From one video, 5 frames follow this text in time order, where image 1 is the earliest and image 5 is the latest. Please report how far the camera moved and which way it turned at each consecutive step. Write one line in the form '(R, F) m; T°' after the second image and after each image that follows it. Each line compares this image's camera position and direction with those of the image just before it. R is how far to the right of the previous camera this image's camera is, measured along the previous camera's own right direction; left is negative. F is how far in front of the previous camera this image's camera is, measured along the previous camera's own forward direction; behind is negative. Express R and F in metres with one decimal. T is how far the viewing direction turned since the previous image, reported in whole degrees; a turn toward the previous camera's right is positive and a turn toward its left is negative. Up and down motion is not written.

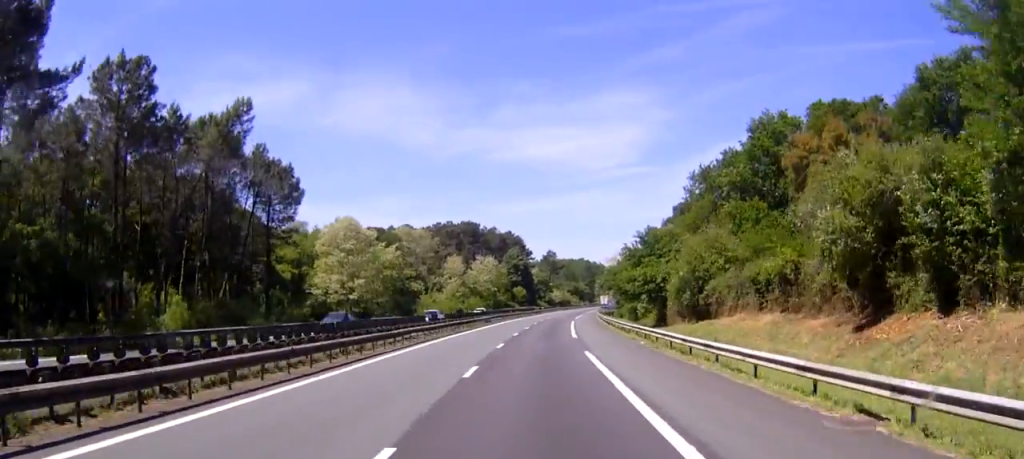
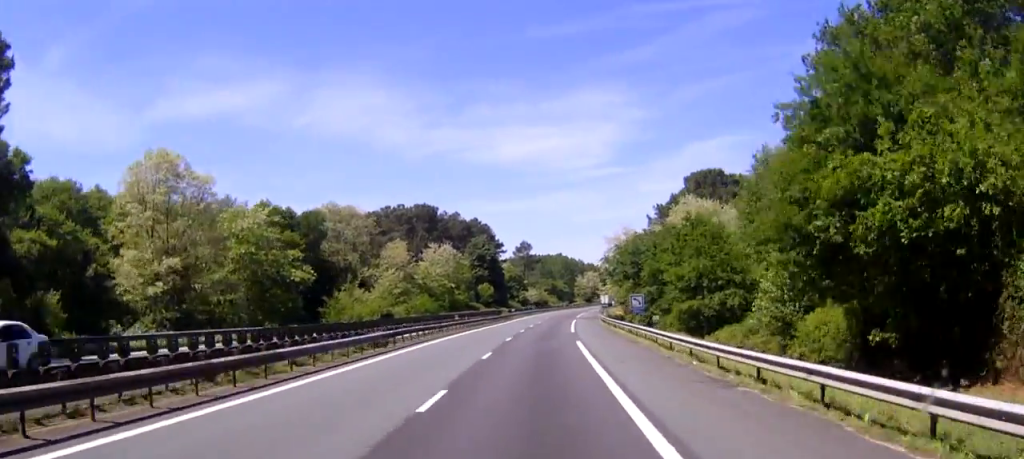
(+1.2, +44.9) m; +3°
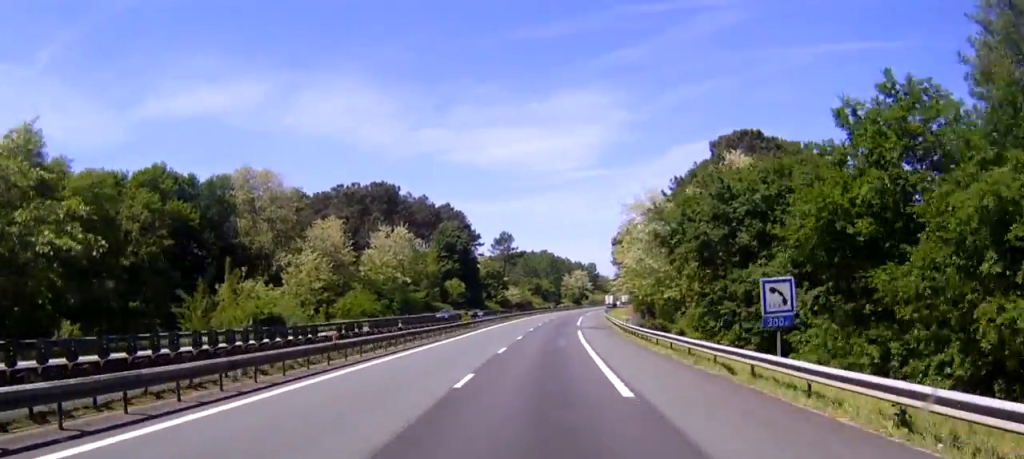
(+0.5, +34.9) m; +1°
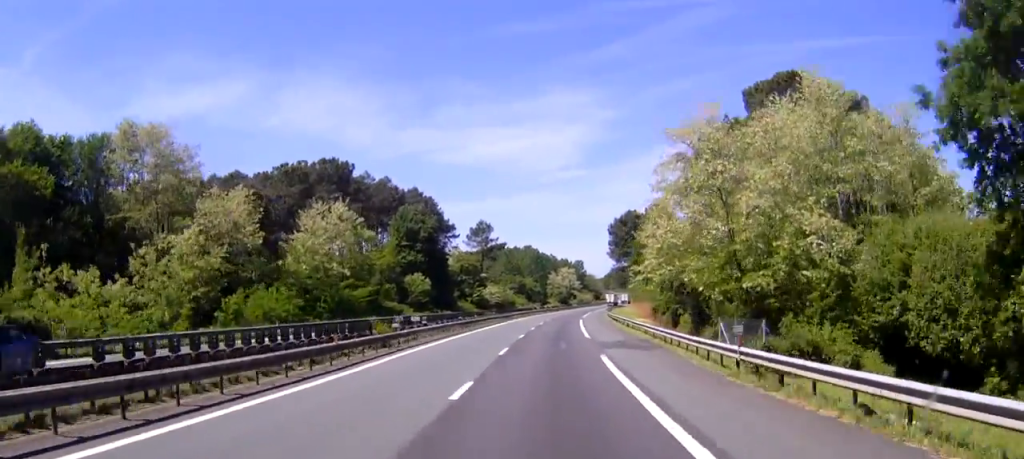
(+0.1, +28.1) m; +1°
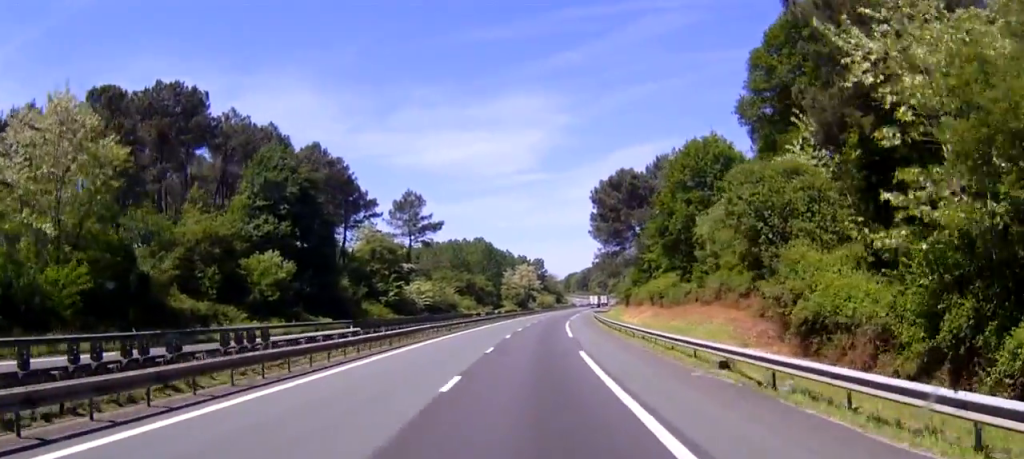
(+1.3, +50.0) m; +4°
